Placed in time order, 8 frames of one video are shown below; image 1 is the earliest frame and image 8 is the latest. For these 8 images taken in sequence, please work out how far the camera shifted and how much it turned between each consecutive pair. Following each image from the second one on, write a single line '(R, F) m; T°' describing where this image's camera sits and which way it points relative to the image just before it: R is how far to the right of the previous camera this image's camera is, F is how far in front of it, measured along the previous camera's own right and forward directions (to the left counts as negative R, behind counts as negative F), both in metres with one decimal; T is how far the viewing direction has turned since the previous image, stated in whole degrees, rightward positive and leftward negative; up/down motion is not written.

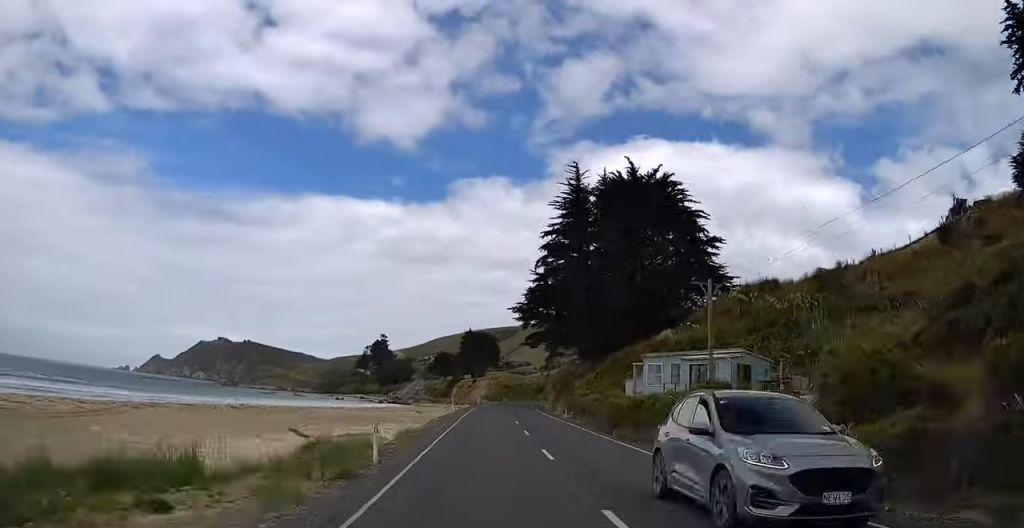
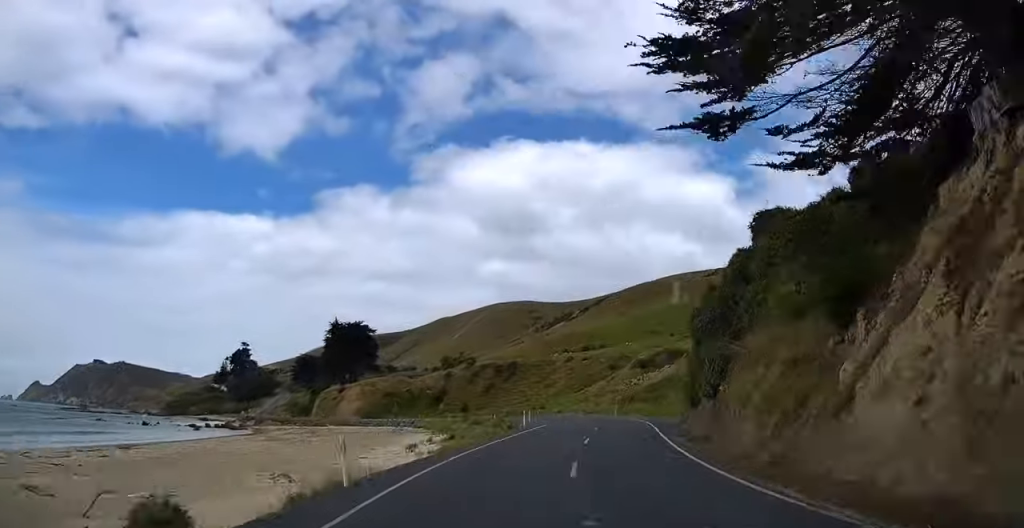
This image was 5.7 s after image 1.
(+6.6, +90.0) m; +9°
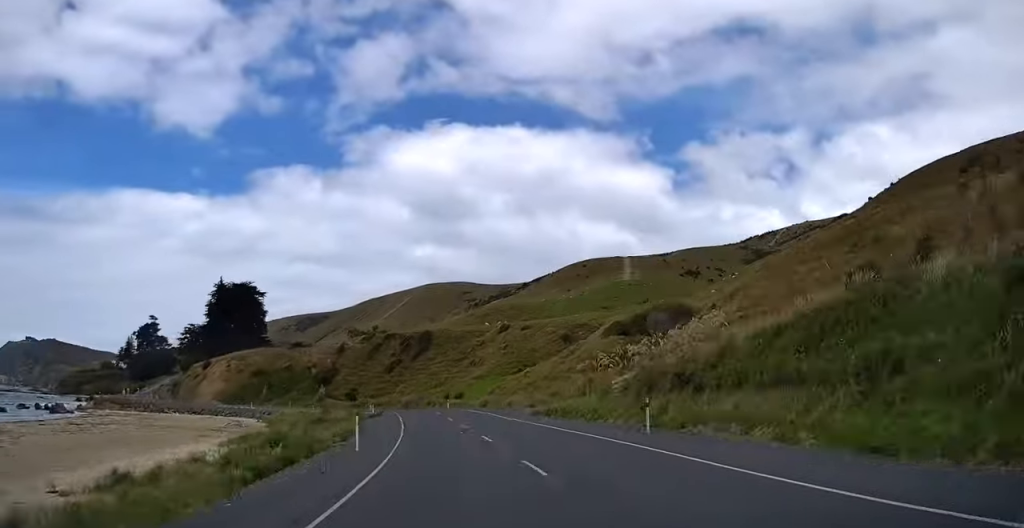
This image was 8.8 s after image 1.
(+4.1, +49.0) m; +1°
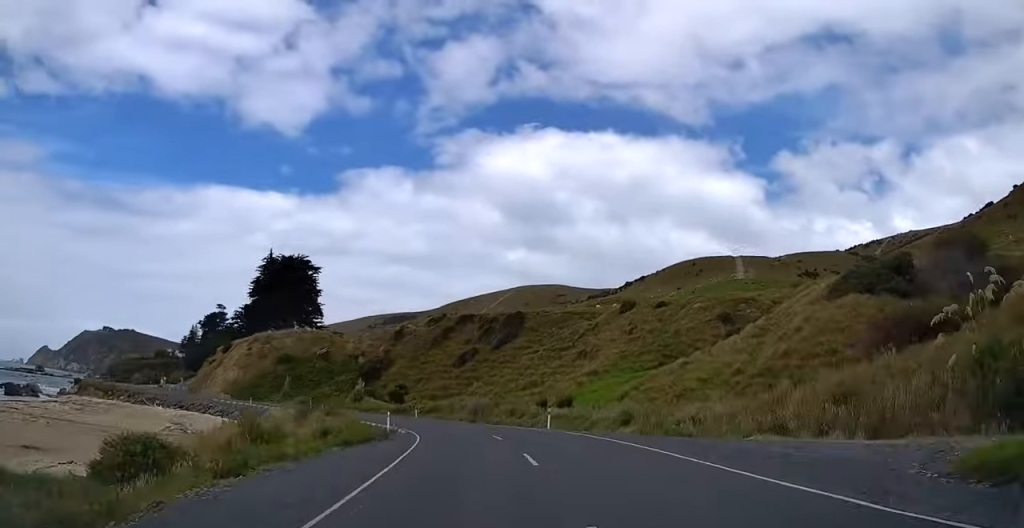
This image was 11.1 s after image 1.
(-1.0, +35.8) m; -11°
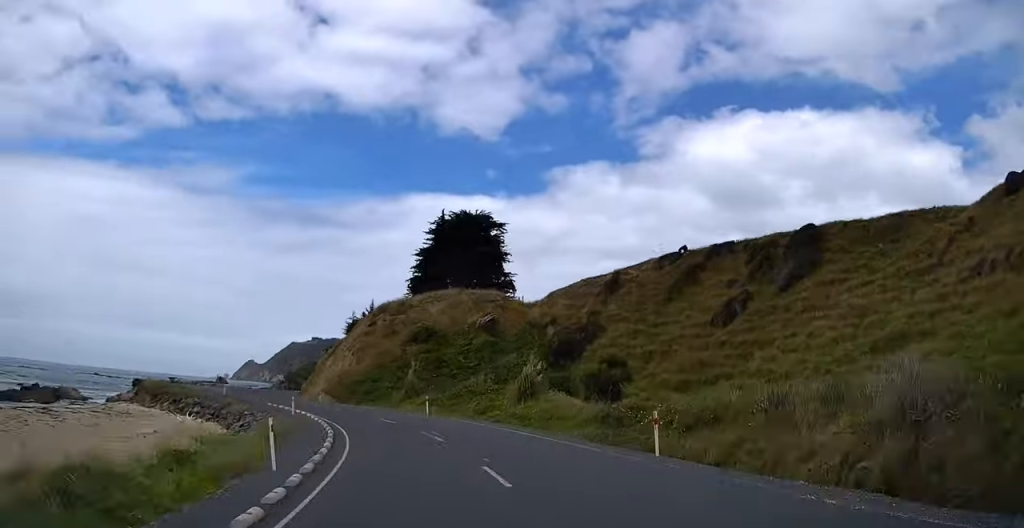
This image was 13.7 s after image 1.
(-4.2, +39.1) m; -13°
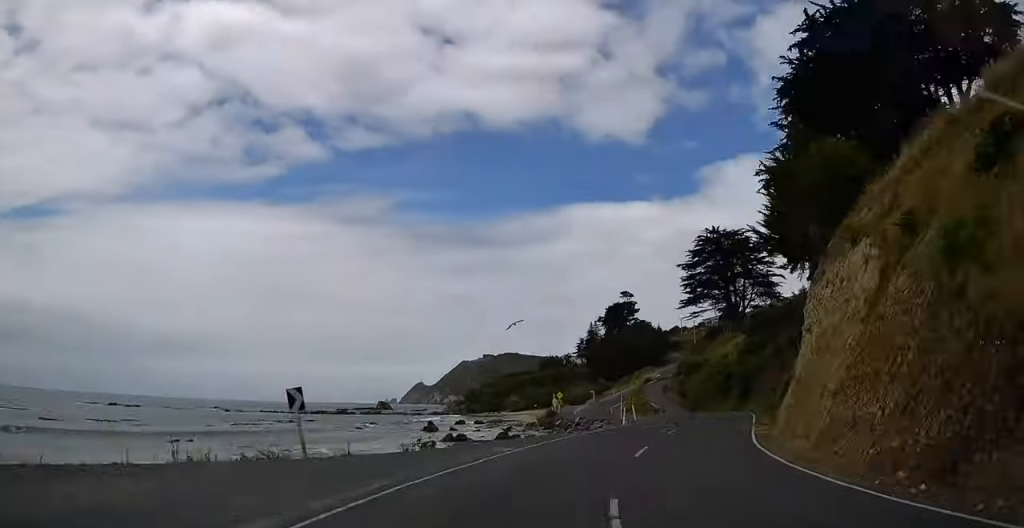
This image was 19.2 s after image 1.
(-17.6, +78.8) m; -8°
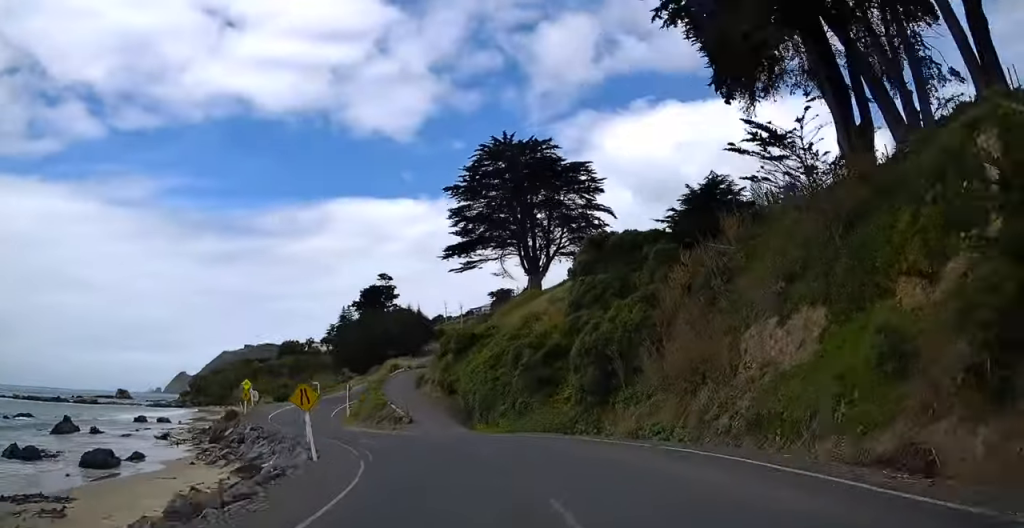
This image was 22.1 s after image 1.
(+2.4, +41.0) m; +5°
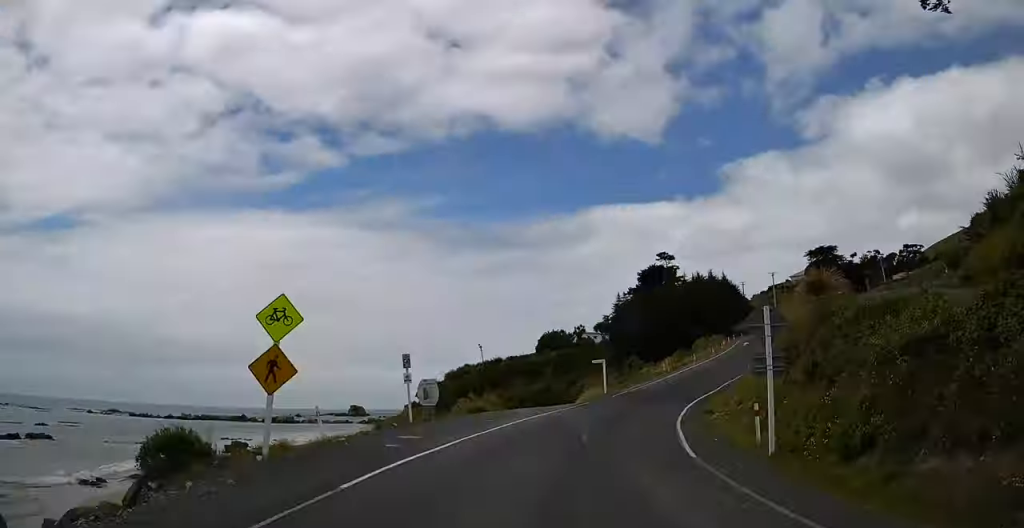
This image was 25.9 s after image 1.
(+3.5, +51.2) m; +6°
